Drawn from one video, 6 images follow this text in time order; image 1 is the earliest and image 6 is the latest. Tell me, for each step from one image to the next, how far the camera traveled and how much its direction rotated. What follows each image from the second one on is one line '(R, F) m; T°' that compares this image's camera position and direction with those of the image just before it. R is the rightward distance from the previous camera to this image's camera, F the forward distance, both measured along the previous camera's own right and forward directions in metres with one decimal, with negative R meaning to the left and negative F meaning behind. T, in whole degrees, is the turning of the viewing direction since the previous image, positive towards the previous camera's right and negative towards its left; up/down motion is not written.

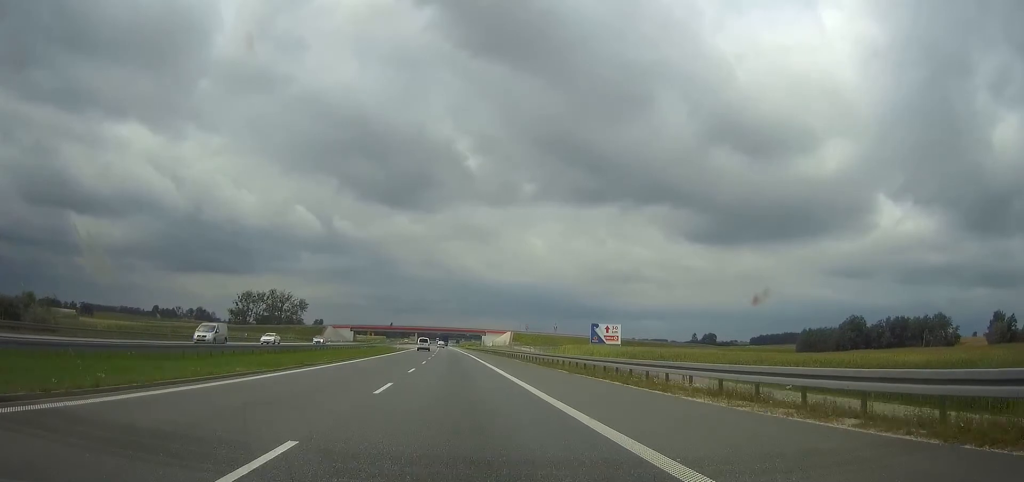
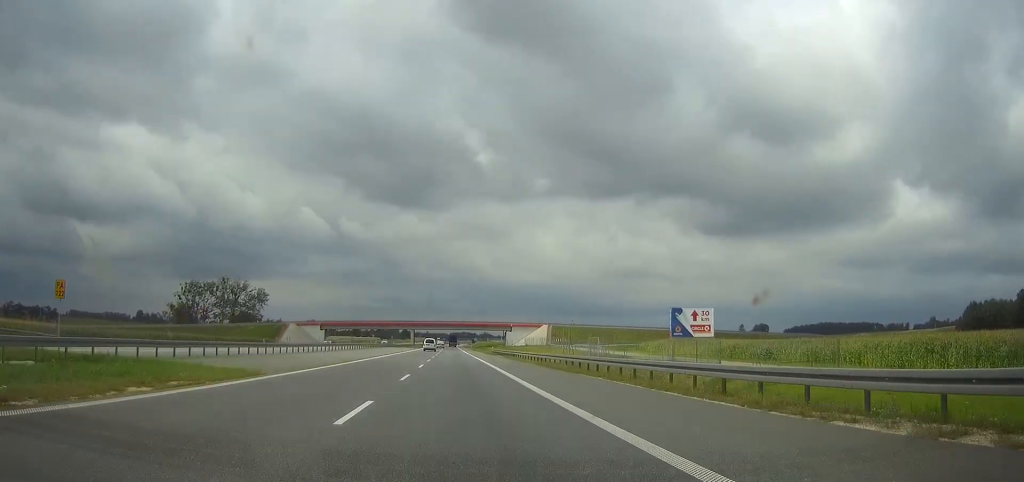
(-1.4, +92.1) m; -1°
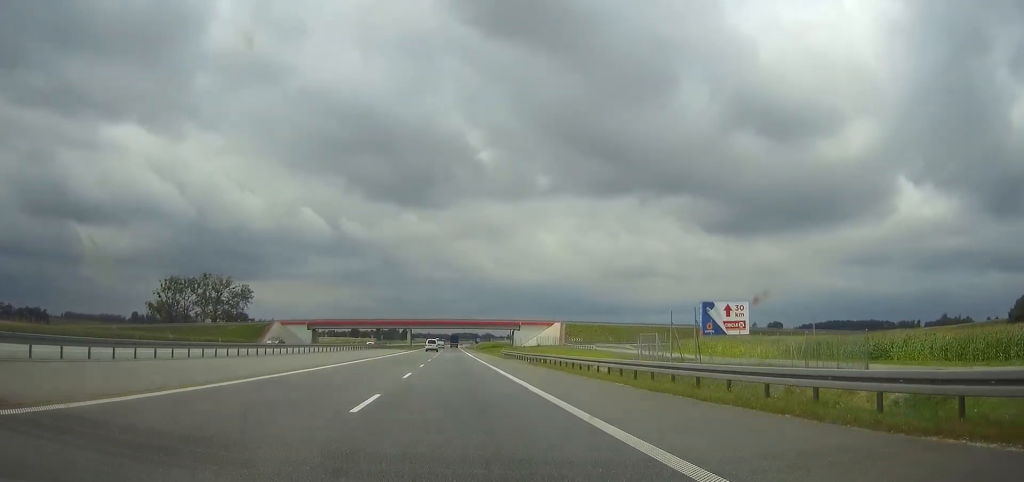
(0.0, +22.6) m; 0°
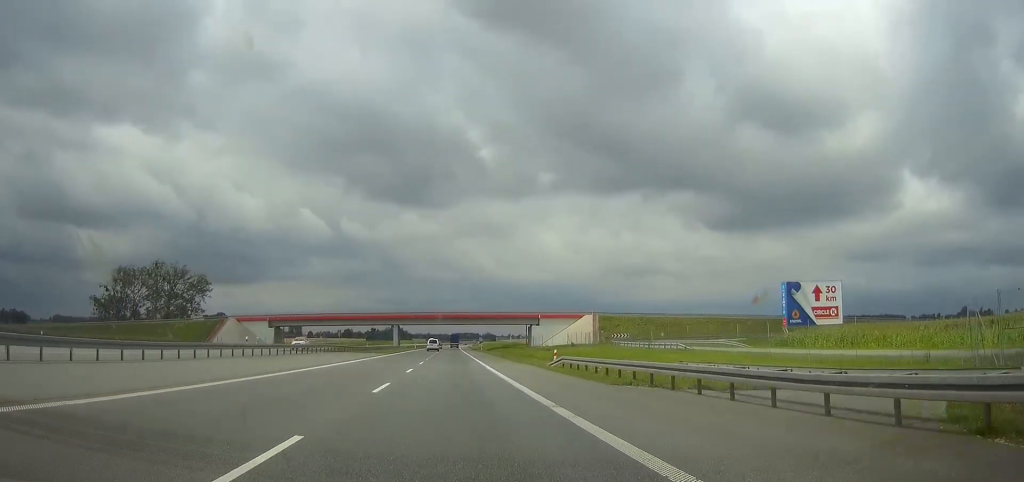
(-0.1, +43.8) m; 0°
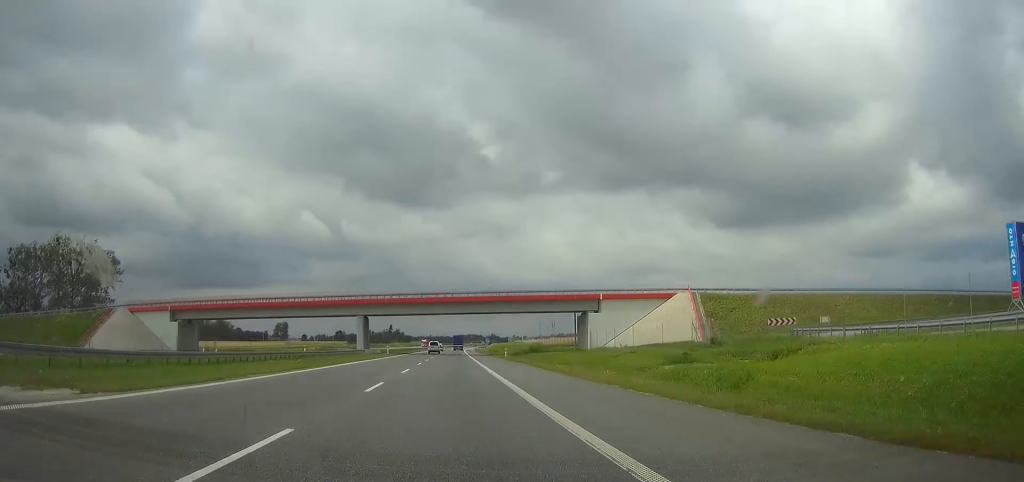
(+0.1, +59.9) m; 0°
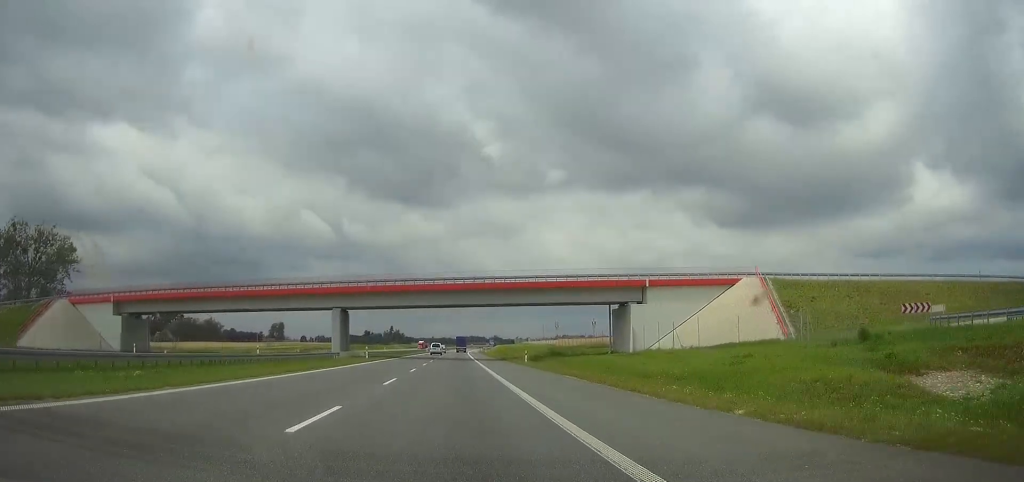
(0.0, +20.1) m; 0°
